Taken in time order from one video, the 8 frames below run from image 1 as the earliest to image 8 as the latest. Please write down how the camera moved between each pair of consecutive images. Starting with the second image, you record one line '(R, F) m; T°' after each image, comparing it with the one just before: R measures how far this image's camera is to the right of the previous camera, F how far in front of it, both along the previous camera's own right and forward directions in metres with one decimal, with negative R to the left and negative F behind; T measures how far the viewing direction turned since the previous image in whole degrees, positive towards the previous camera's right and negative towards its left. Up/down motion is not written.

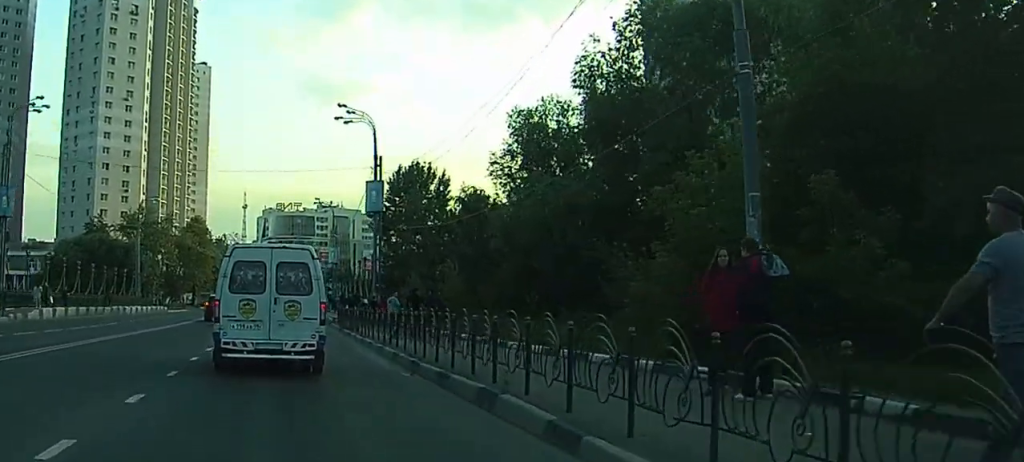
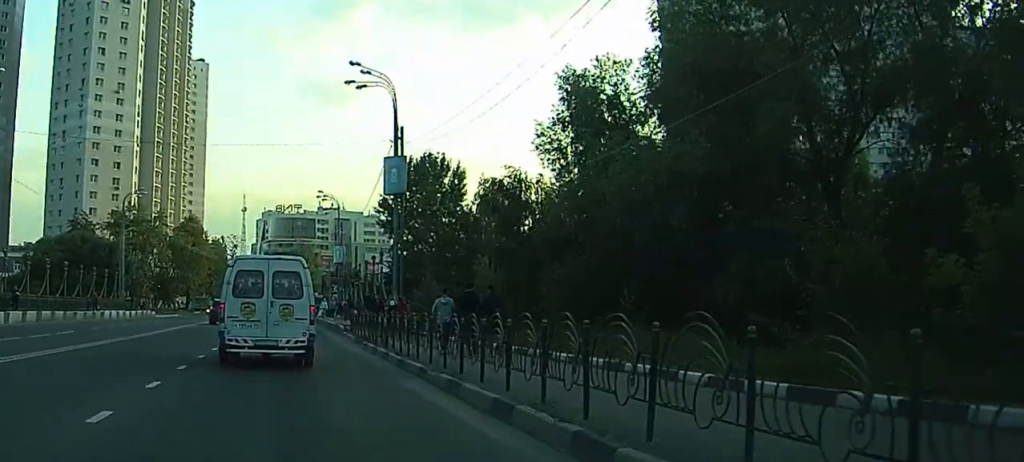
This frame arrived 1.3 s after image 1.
(-0.1, +8.7) m; -3°
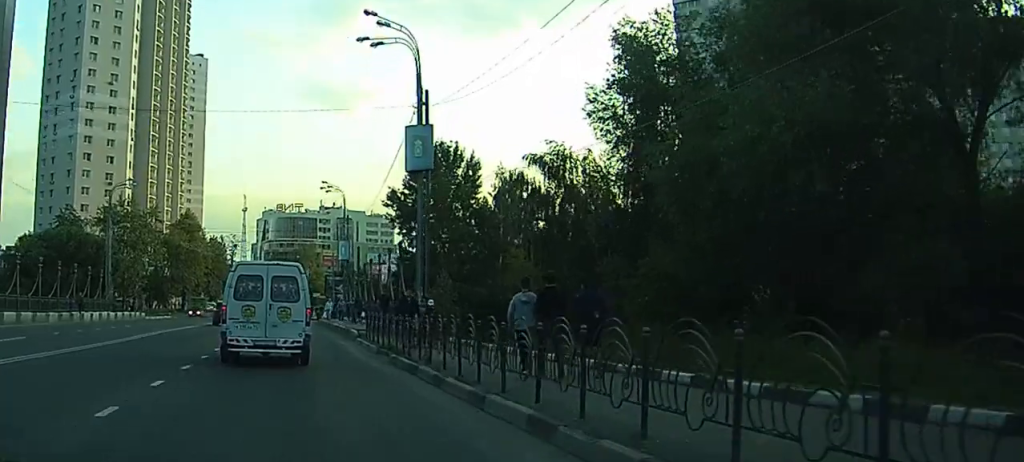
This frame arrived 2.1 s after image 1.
(-0.2, +6.7) m; 0°
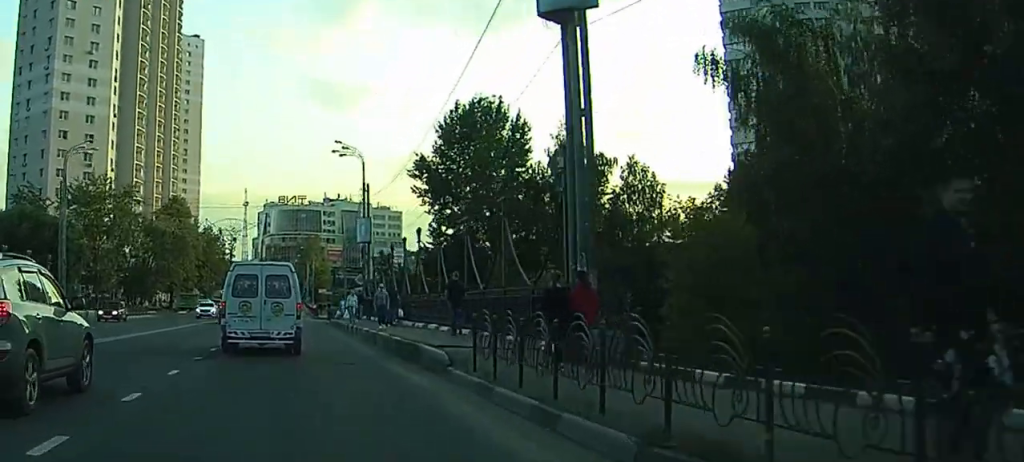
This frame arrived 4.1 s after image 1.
(+0.5, +16.9) m; +3°
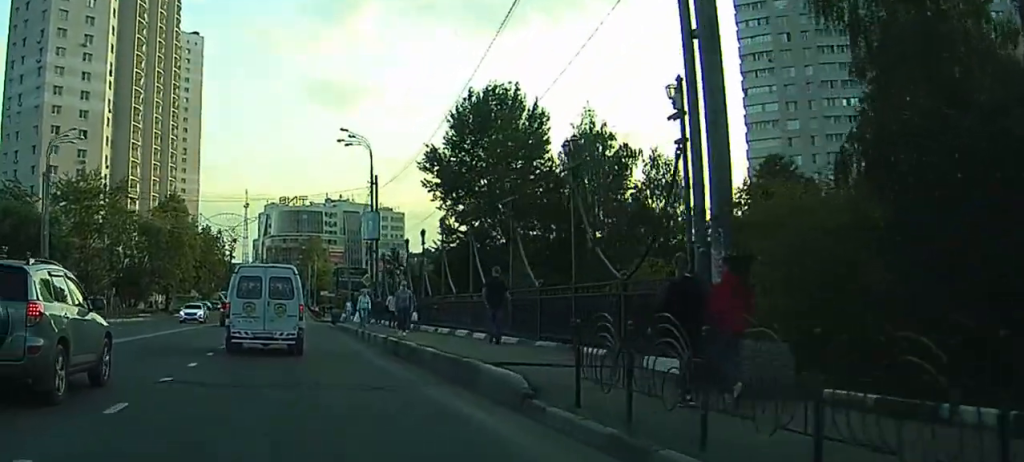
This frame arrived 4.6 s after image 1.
(0.0, +4.8) m; 0°
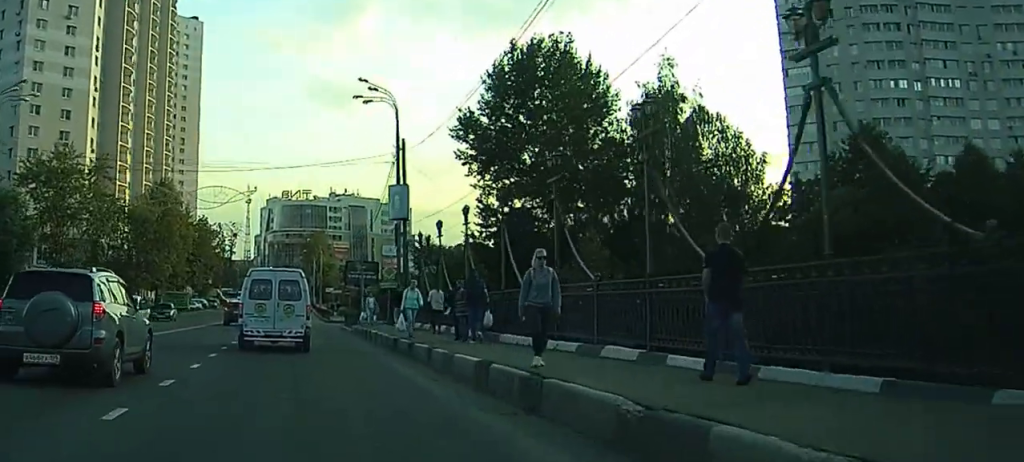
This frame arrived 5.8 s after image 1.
(0.0, +12.1) m; 0°
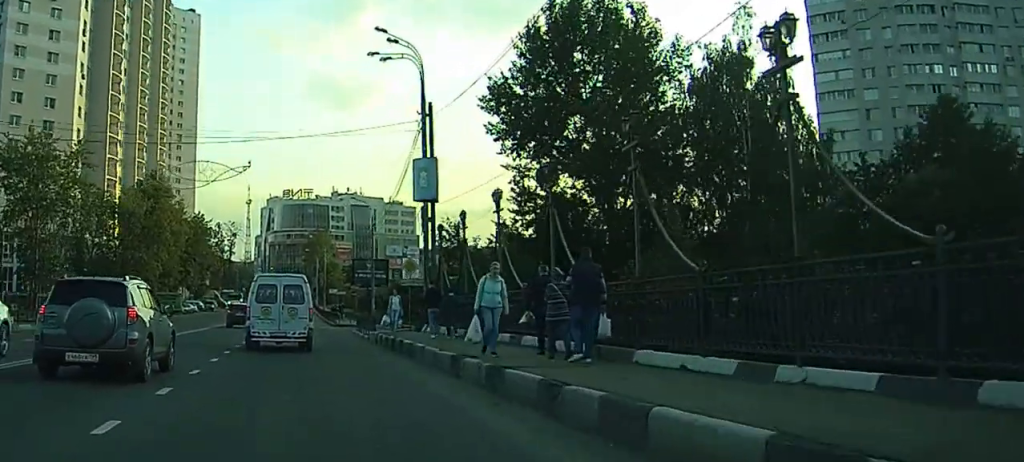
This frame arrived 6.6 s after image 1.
(-0.1, +8.8) m; 0°
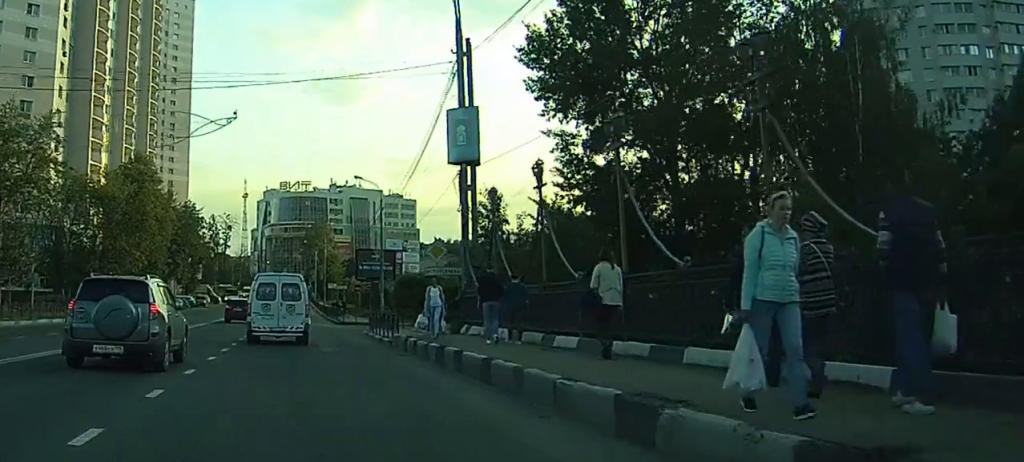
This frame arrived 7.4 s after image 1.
(+0.1, +9.1) m; 0°
